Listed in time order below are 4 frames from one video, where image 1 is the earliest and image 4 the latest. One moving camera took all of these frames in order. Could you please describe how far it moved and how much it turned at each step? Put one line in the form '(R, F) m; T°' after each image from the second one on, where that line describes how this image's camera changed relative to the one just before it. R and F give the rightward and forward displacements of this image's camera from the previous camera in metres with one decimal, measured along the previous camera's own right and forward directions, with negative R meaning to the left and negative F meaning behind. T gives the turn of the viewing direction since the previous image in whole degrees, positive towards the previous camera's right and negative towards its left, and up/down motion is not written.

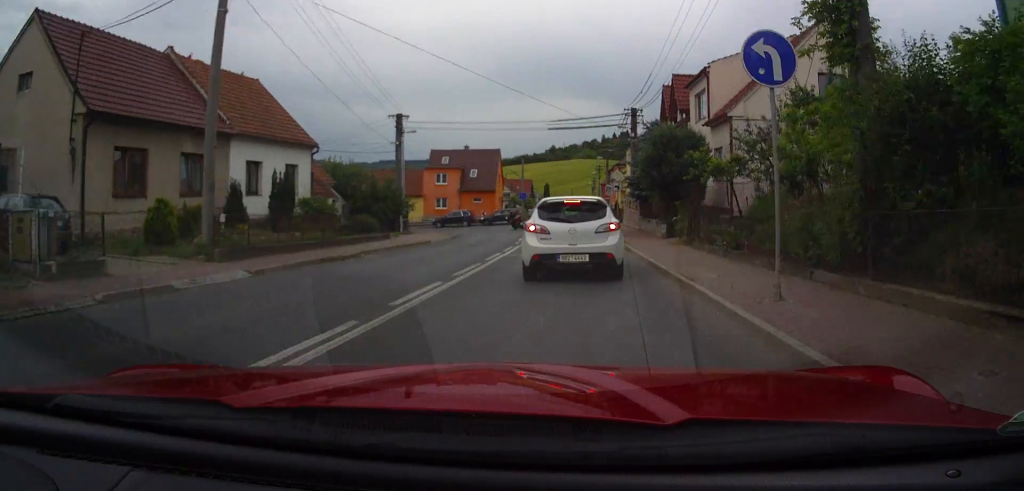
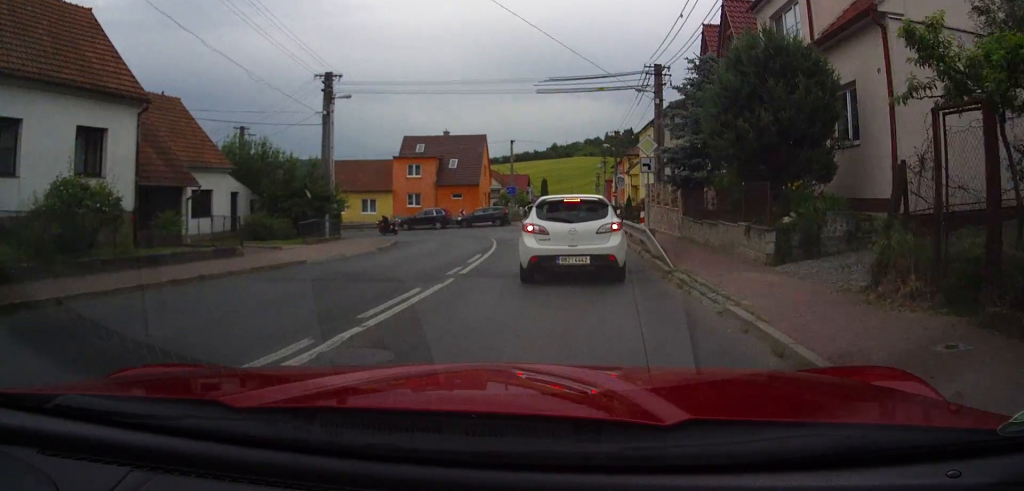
(-0.2, +15.8) m; -2°
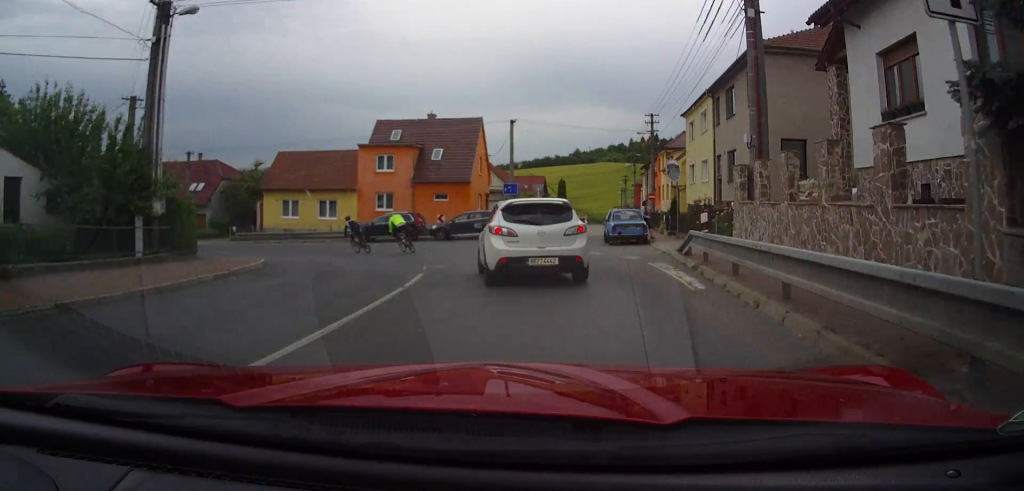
(-0.6, +20.2) m; -7°
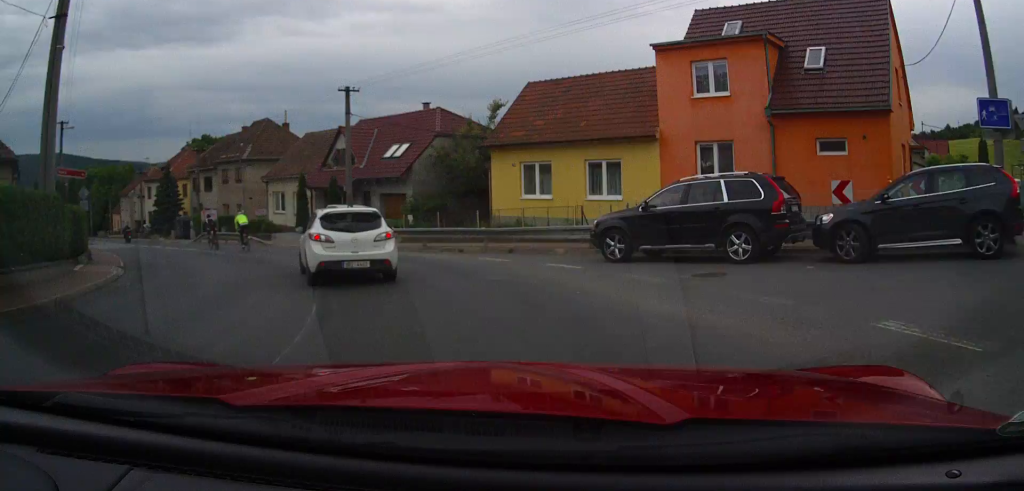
(-9.2, +28.4) m; -43°
